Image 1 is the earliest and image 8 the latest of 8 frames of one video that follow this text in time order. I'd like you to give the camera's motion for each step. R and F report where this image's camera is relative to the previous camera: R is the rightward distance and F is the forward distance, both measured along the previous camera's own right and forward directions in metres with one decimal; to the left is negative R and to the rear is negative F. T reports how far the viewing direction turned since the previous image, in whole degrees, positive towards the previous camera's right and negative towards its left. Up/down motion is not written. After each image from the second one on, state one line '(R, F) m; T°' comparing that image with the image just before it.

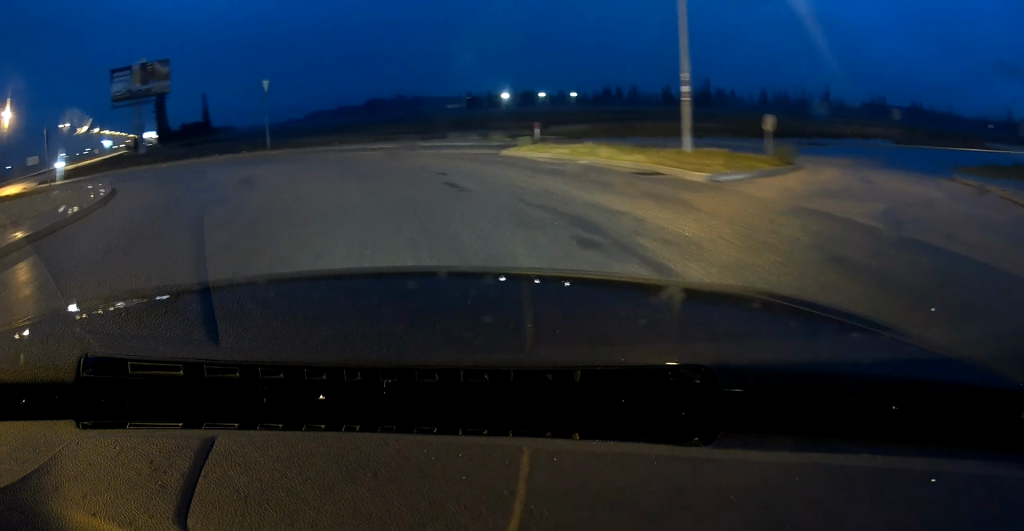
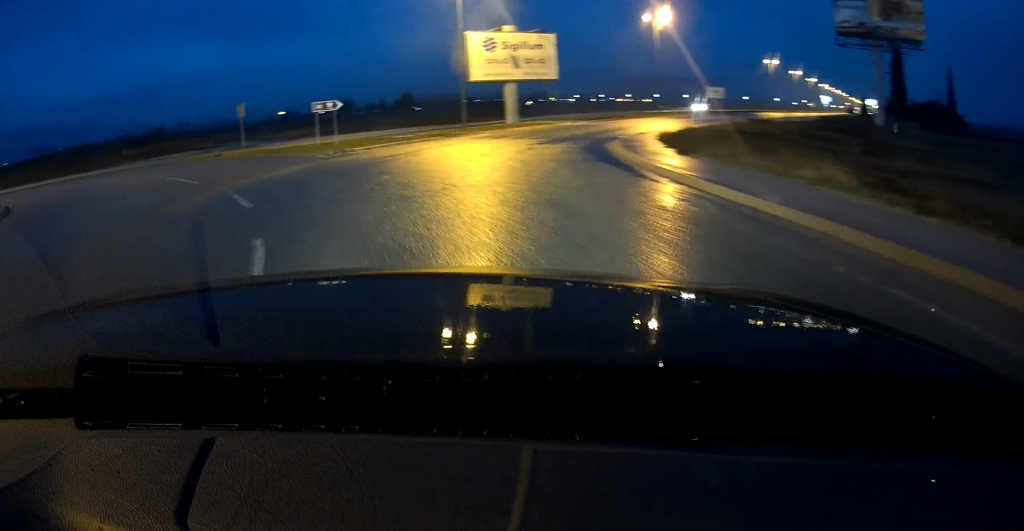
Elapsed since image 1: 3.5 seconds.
(-11.8, +28.5) m; -39°
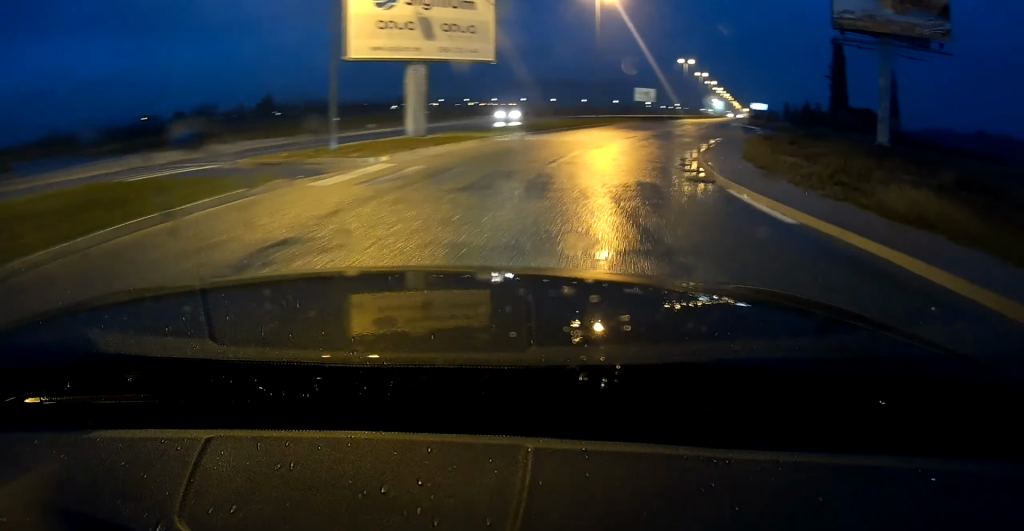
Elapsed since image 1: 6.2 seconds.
(-1.1, +25.4) m; +9°
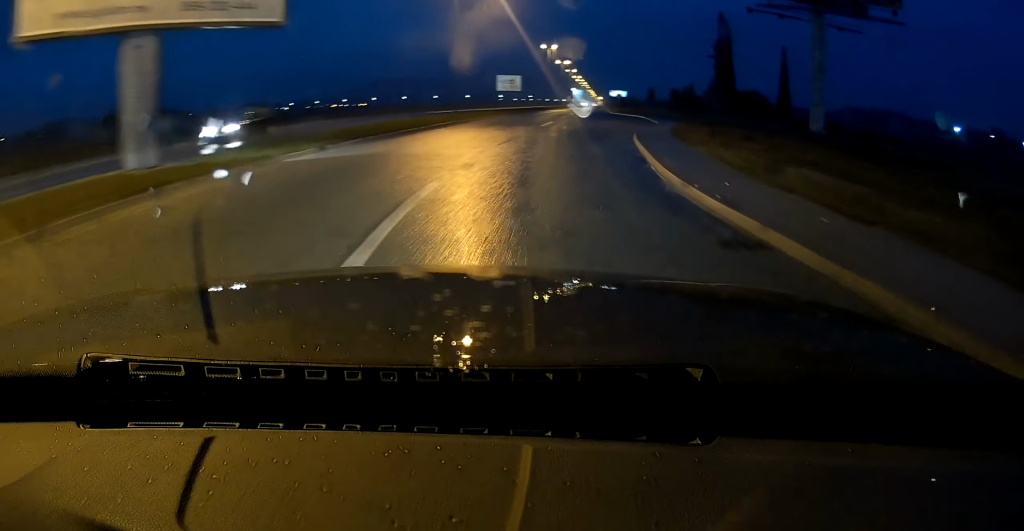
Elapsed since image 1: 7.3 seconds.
(+1.3, +13.0) m; +6°
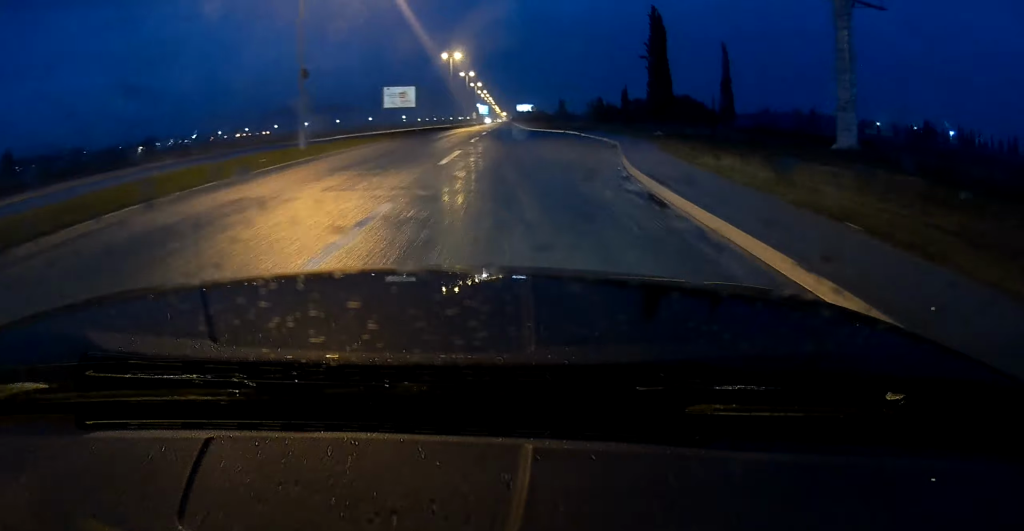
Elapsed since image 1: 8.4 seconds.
(+0.9, +14.7) m; +6°
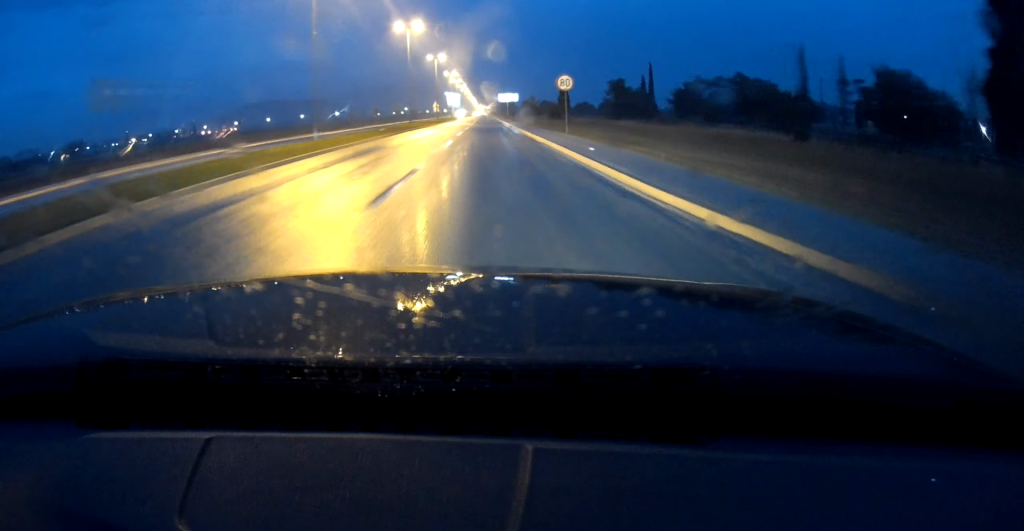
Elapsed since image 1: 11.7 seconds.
(+2.7, +61.6) m; +2°
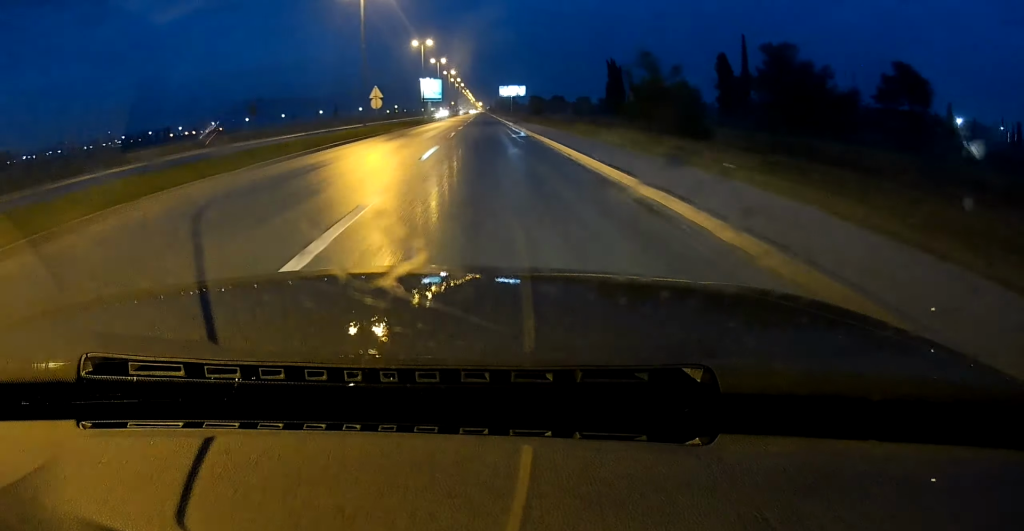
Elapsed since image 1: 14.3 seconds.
(-0.2, +60.7) m; 0°
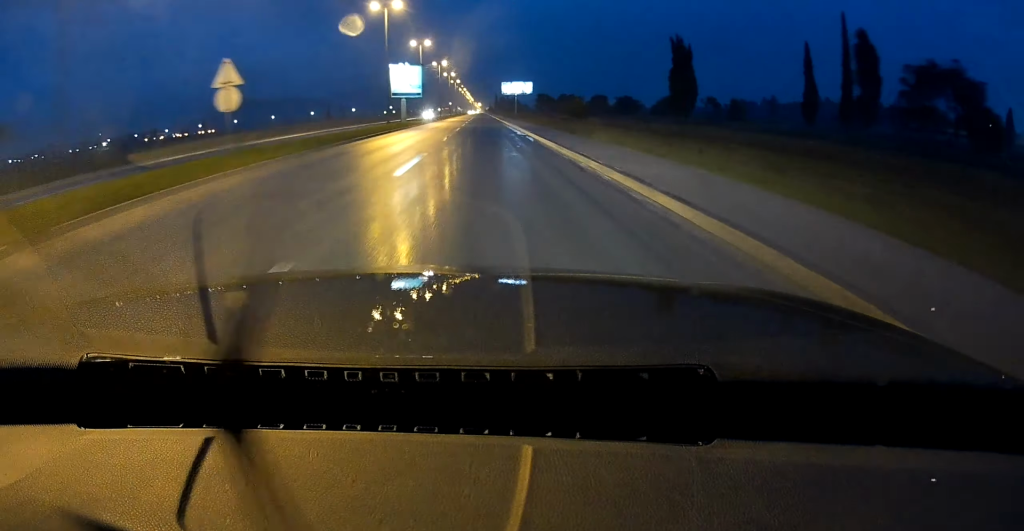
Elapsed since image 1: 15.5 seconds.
(0.0, +31.8) m; 0°
